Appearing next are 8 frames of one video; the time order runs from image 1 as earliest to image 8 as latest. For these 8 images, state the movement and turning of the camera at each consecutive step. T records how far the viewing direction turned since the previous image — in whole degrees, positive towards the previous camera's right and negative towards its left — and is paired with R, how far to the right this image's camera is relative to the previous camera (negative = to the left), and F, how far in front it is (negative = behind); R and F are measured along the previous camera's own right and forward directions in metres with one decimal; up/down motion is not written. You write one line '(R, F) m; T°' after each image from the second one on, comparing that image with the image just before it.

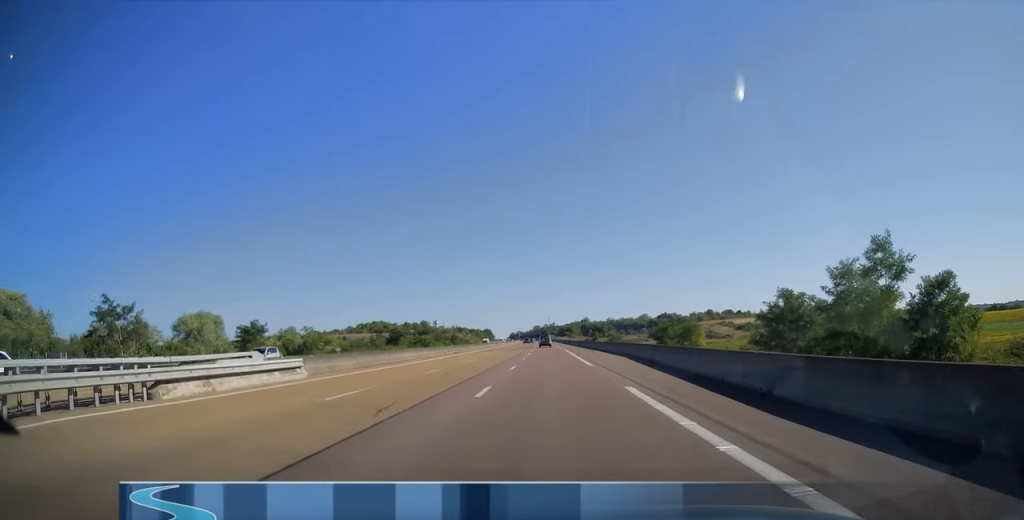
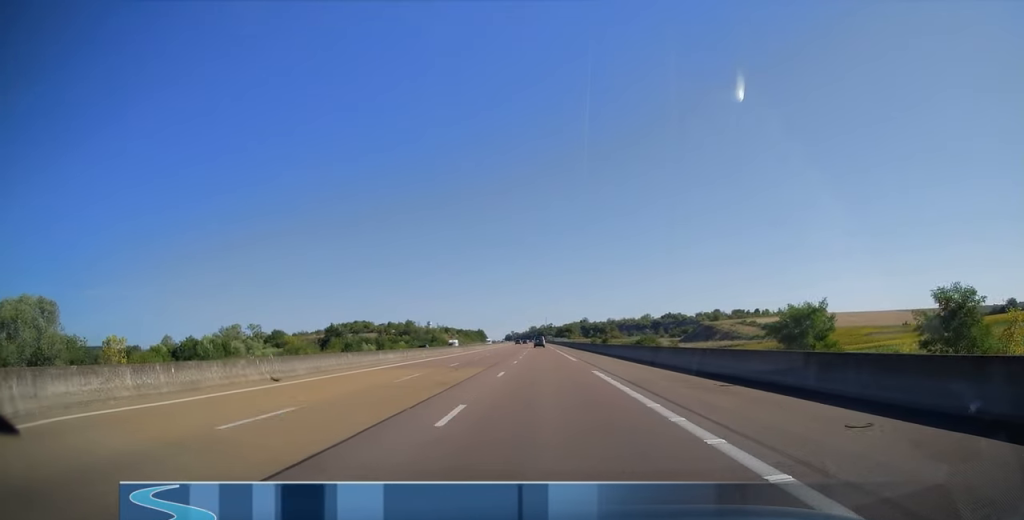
(0.0, +43.5) m; 0°
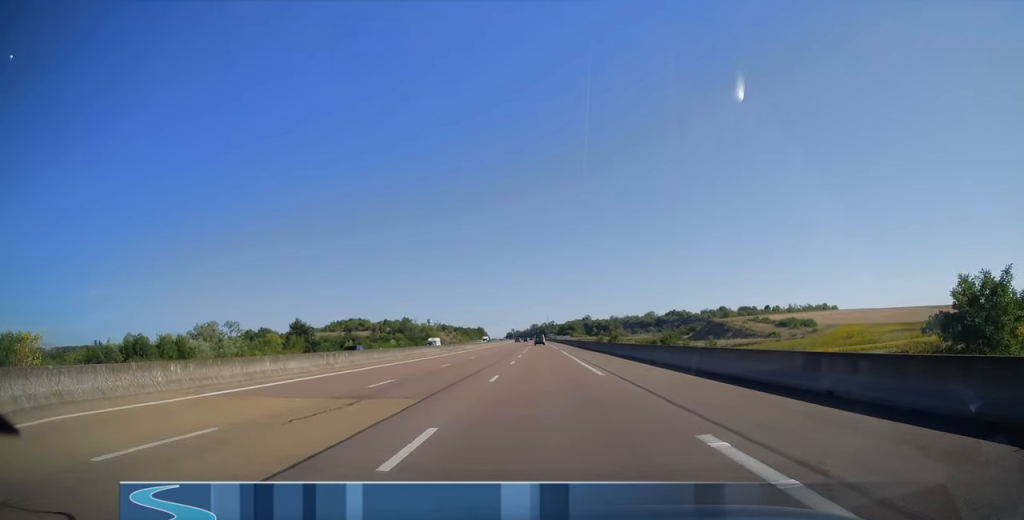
(0.0, +16.2) m; 0°
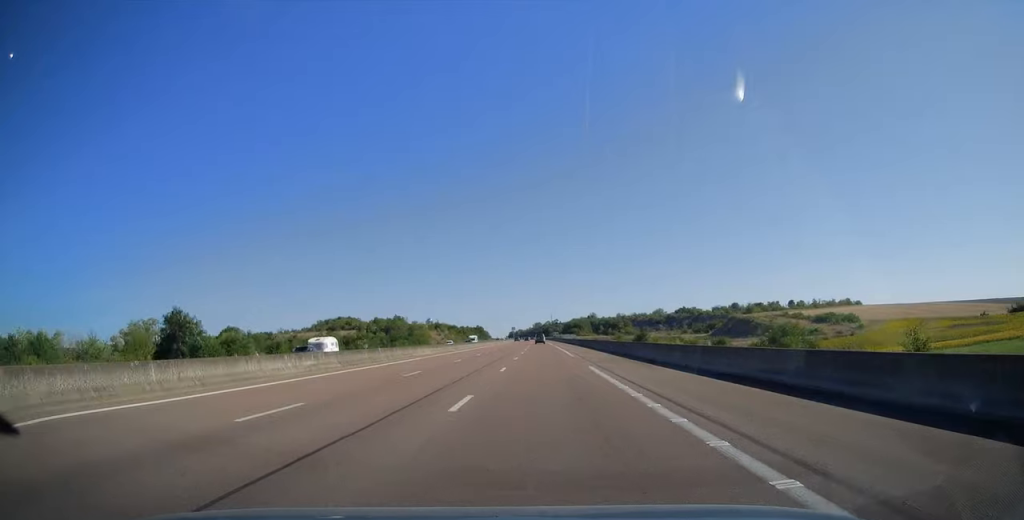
(-0.1, +33.9) m; 0°
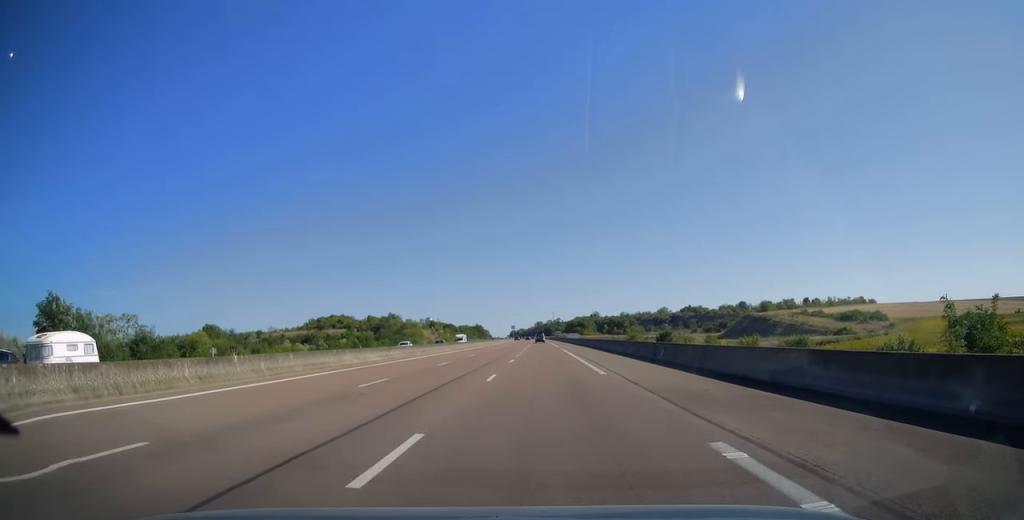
(-0.1, +18.7) m; 0°
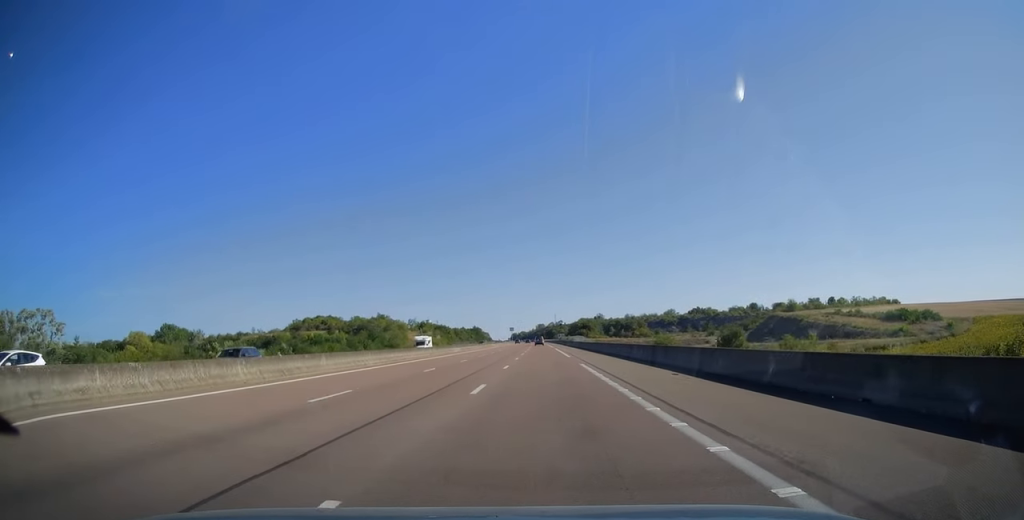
(0.0, +29.3) m; 0°
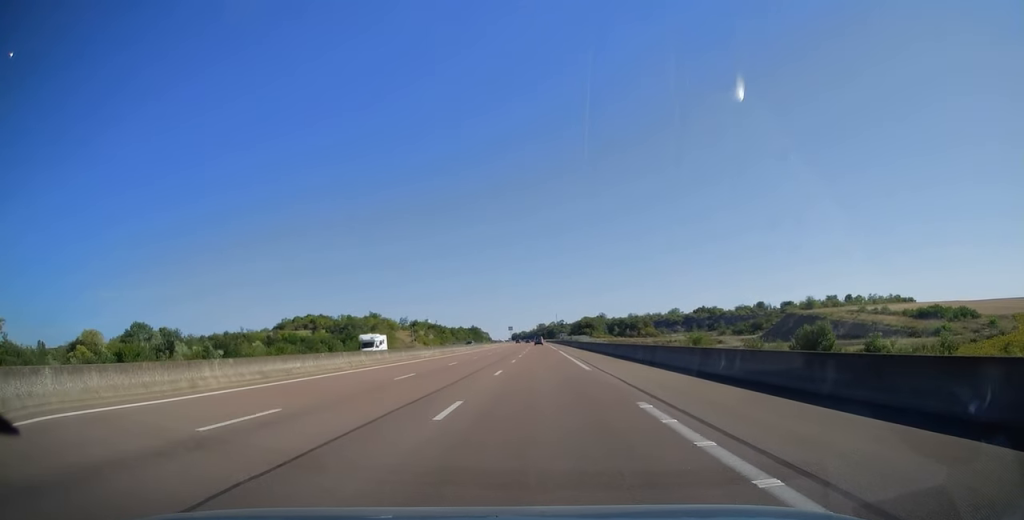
(0.0, +17.7) m; 0°
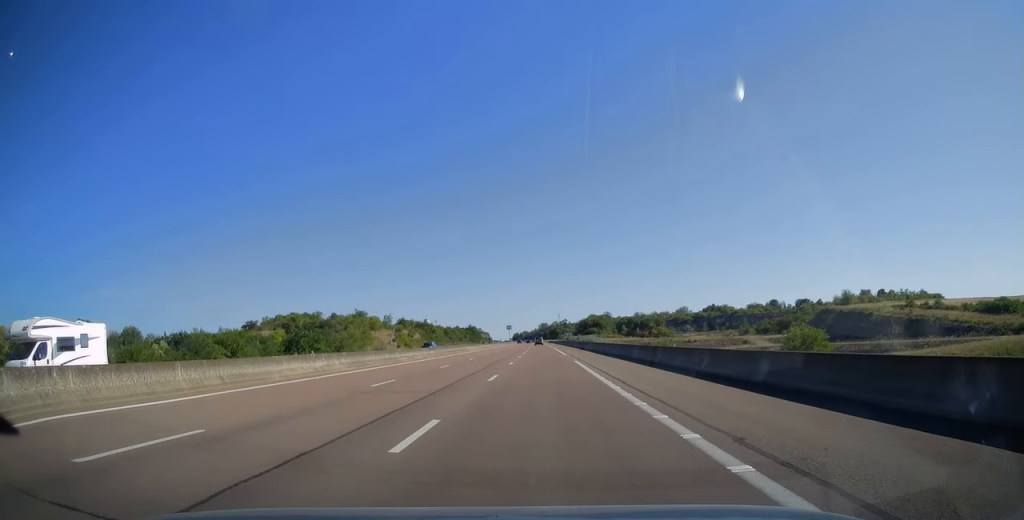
(-0.1, +28.8) m; 0°
